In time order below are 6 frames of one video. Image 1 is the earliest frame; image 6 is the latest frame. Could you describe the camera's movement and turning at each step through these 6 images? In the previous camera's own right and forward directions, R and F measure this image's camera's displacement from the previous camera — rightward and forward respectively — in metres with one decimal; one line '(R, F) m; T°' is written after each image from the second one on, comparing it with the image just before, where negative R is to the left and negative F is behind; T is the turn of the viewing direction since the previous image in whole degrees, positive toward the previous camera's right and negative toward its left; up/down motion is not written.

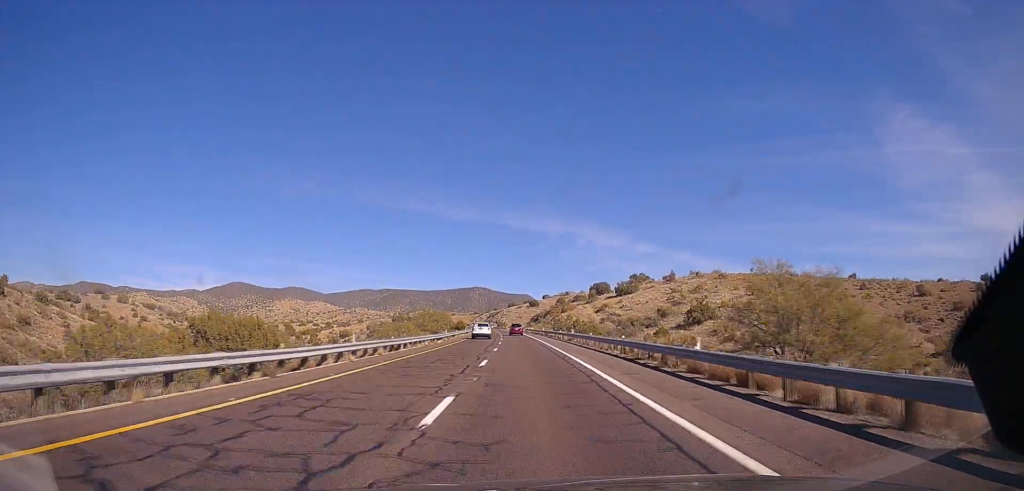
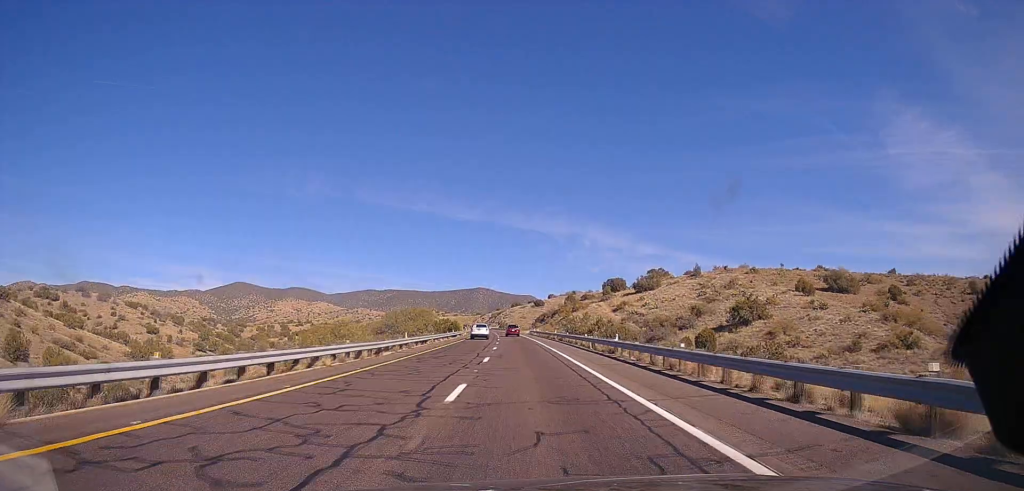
(-0.2, +21.6) m; -1°
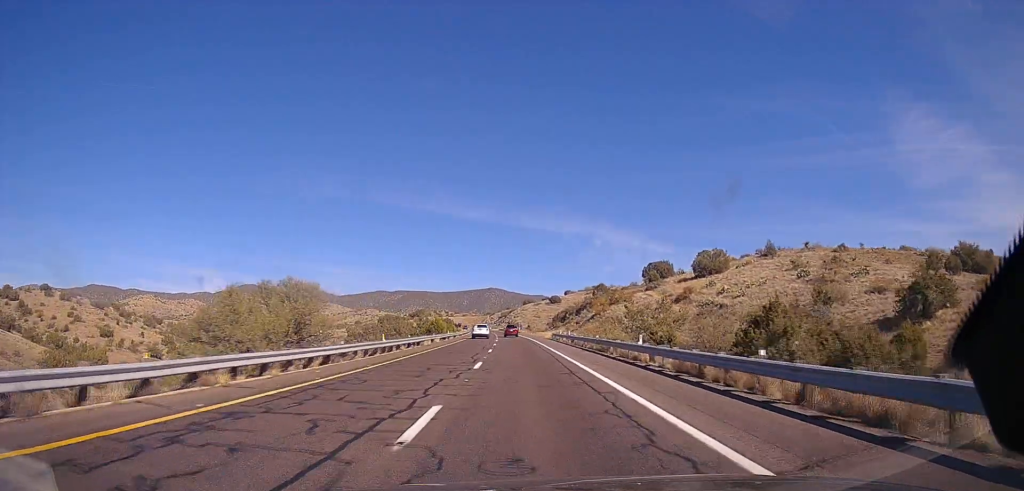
(-1.2, +40.2) m; -3°
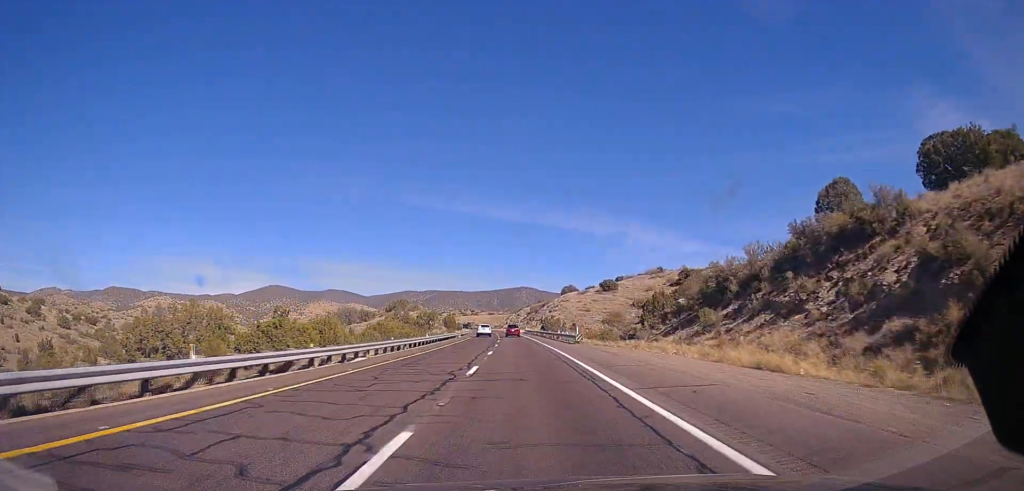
(-0.8, +87.8) m; -2°
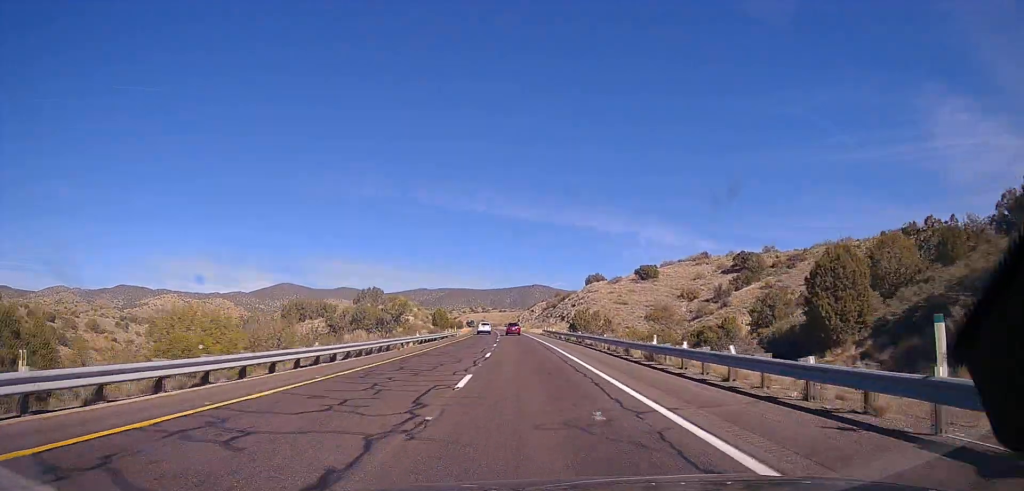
(-0.5, +39.7) m; -1°
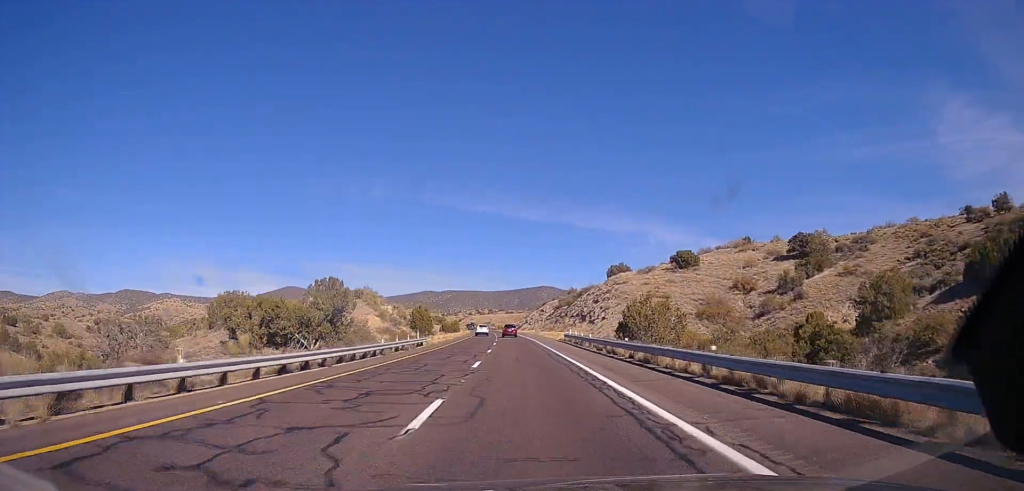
(-0.1, +29.8) m; -1°
